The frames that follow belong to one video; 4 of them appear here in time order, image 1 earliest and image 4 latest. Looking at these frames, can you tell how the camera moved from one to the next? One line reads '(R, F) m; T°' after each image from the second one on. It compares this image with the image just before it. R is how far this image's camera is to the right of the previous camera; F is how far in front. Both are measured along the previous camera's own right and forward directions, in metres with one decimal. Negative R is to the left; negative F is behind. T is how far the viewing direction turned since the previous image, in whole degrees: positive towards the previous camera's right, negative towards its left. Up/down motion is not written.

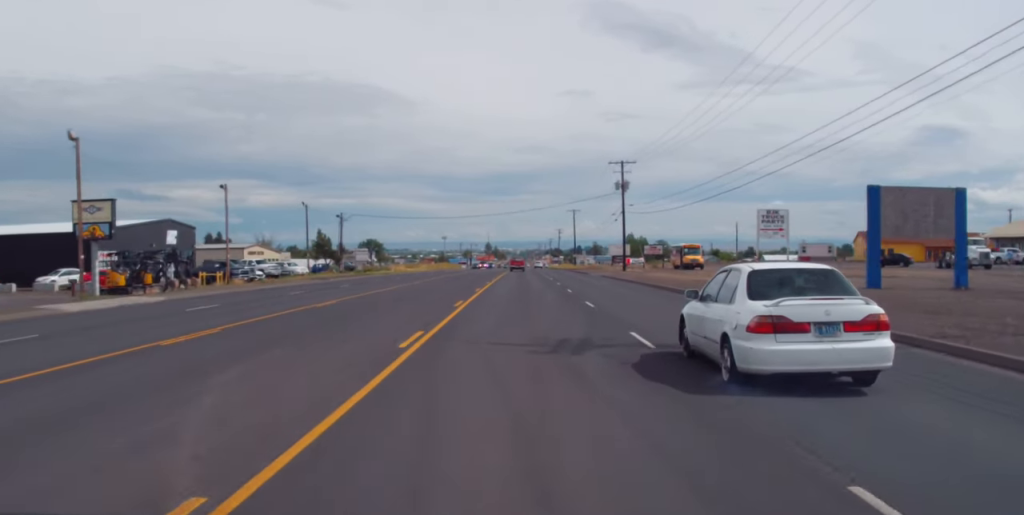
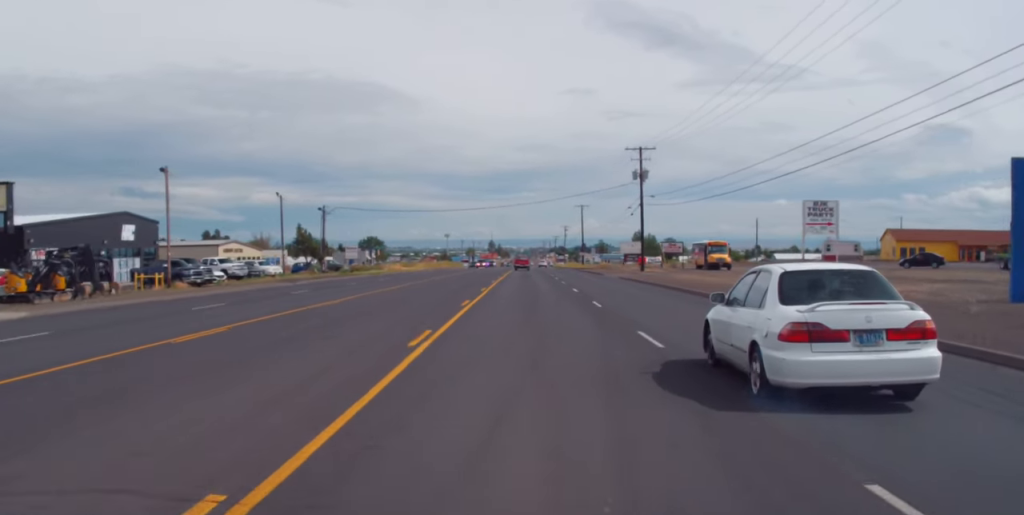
(0.0, +11.8) m; 0°
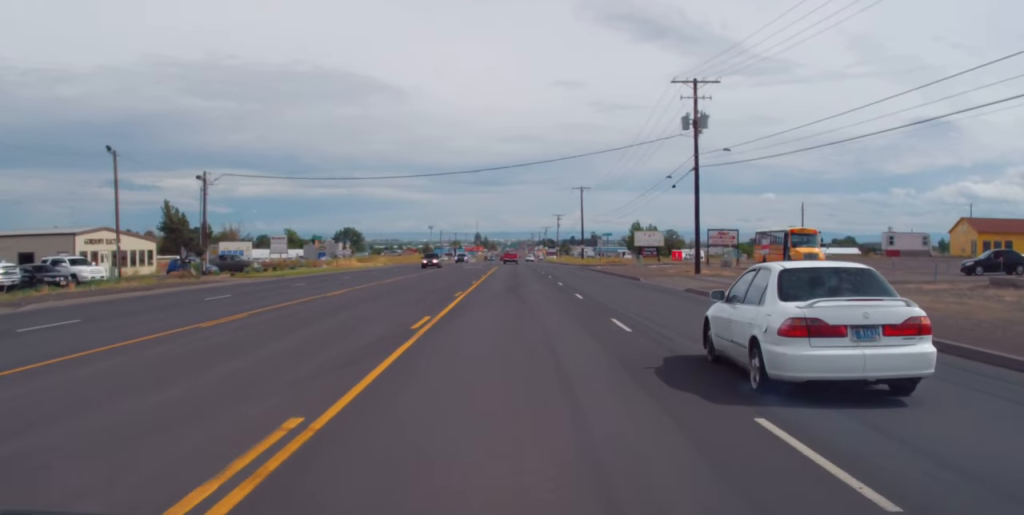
(+0.5, +32.7) m; +1°
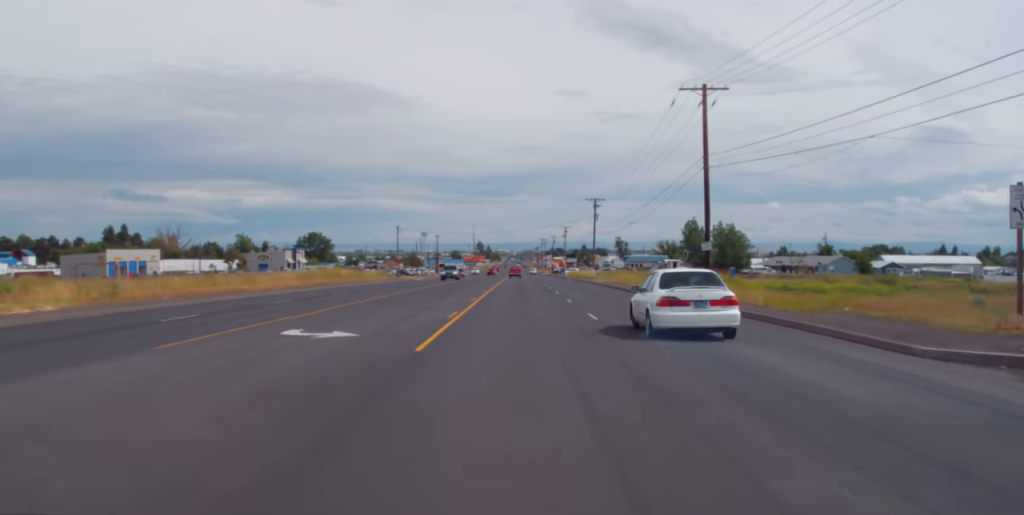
(-0.9, +100.3) m; -1°
